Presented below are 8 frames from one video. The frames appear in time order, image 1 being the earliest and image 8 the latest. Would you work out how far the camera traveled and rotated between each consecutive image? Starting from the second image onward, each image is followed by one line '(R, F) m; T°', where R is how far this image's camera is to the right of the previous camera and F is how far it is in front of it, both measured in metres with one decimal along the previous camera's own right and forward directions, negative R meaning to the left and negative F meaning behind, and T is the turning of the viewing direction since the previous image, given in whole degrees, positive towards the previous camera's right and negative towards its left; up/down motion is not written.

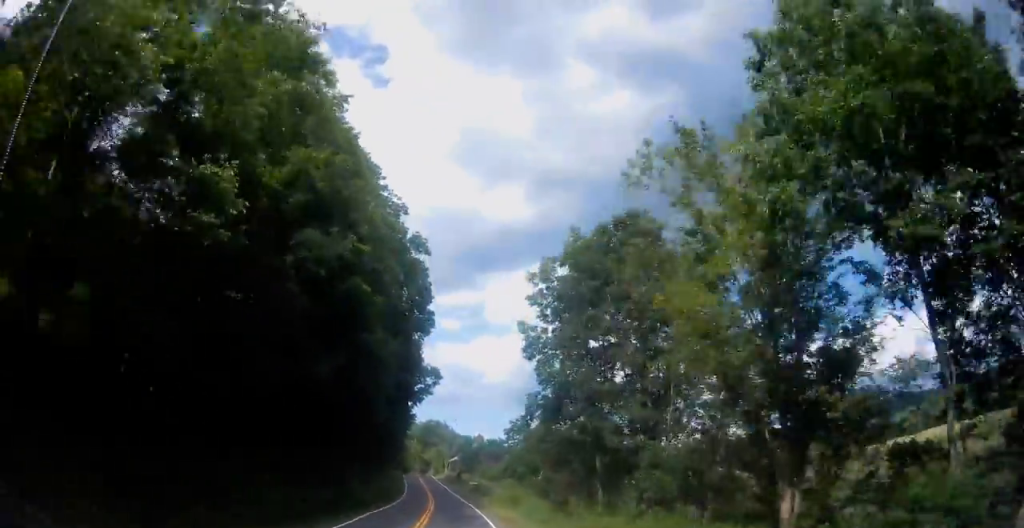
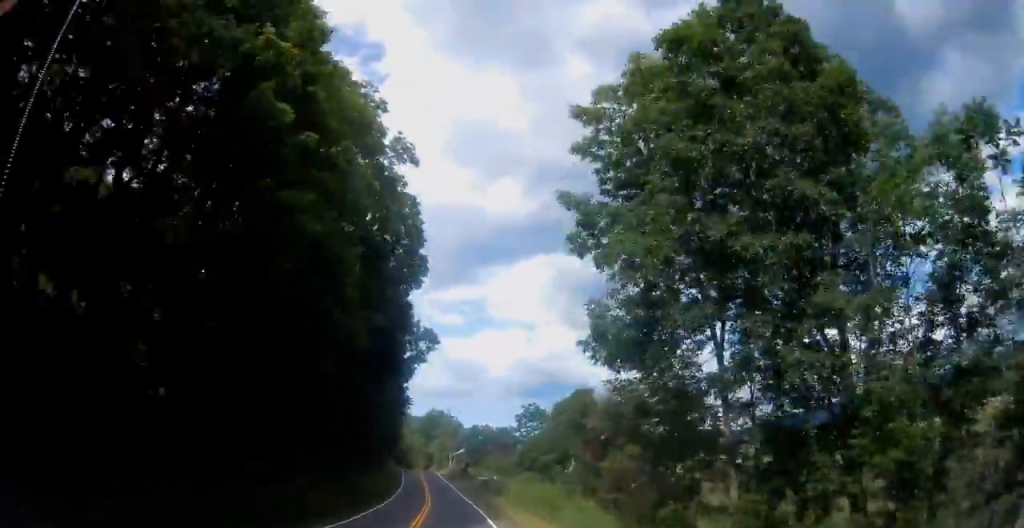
(+0.2, +12.2) m; -1°
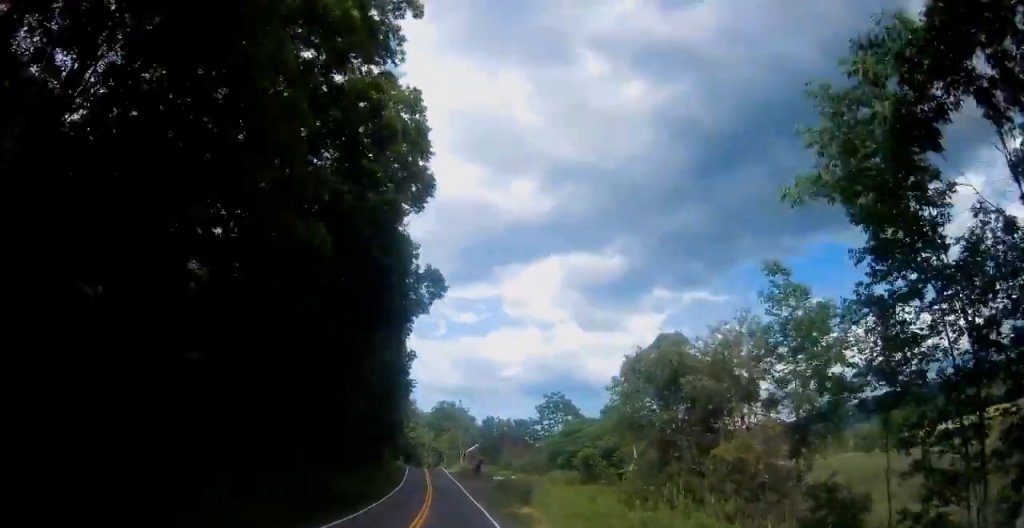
(+0.2, +11.4) m; -1°
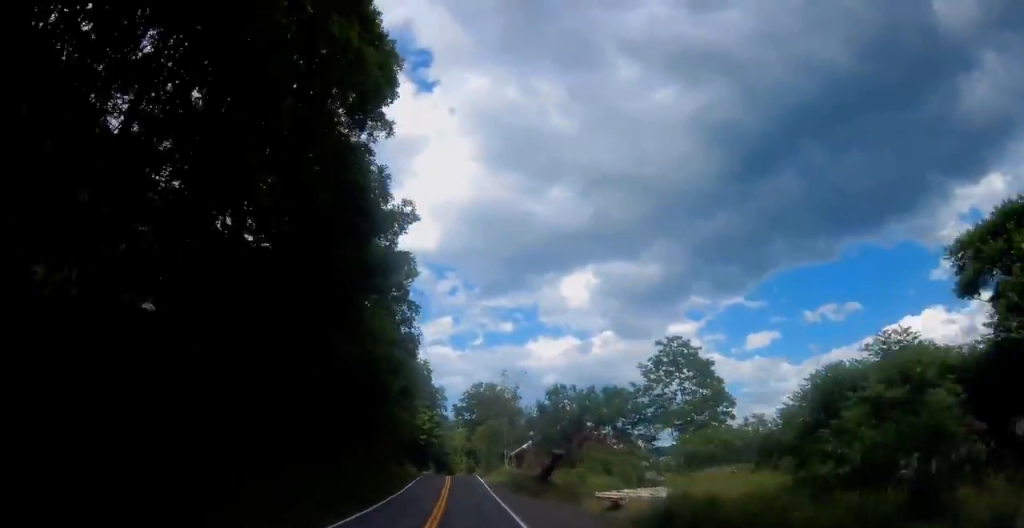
(-1.9, +34.0) m; -4°
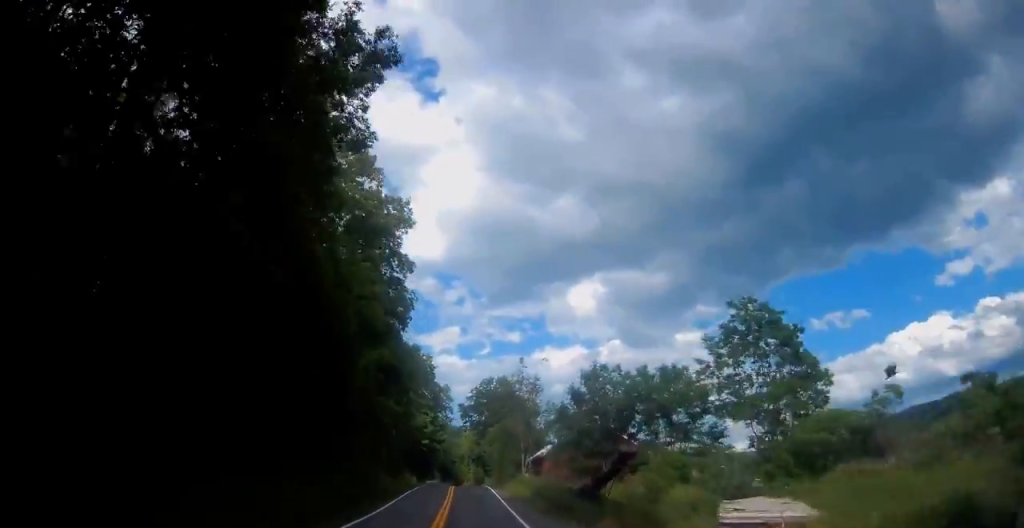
(0.0, +11.8) m; -1°
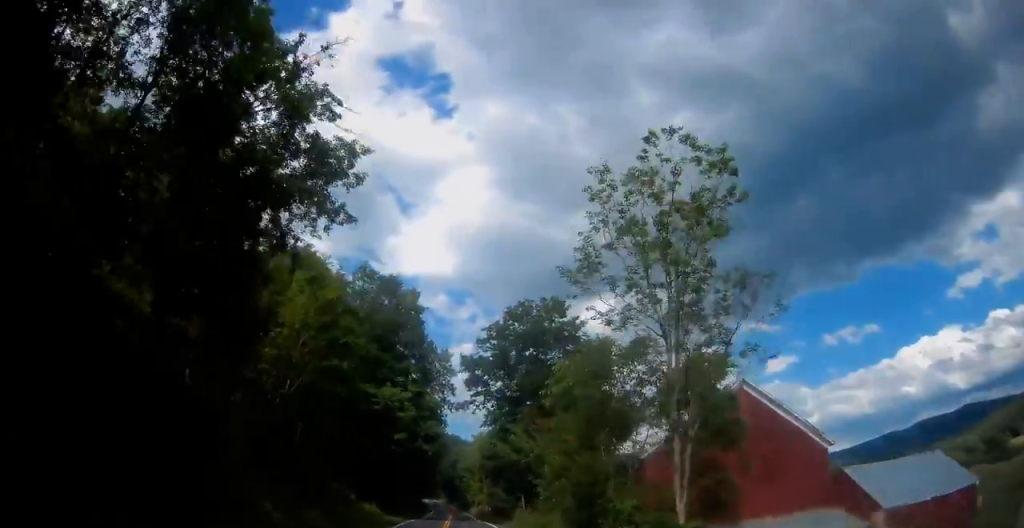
(-0.7, +37.8) m; -1°
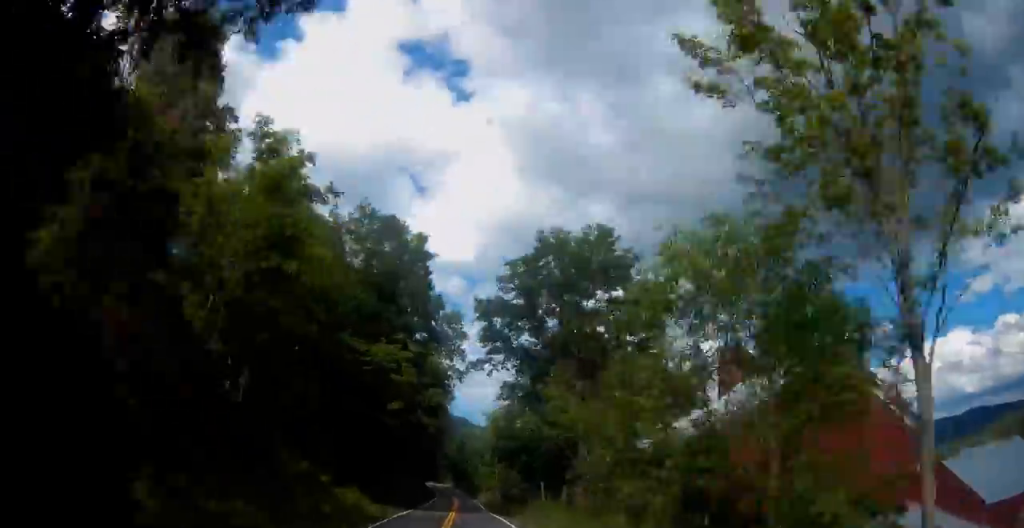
(0.0, +8.7) m; 0°
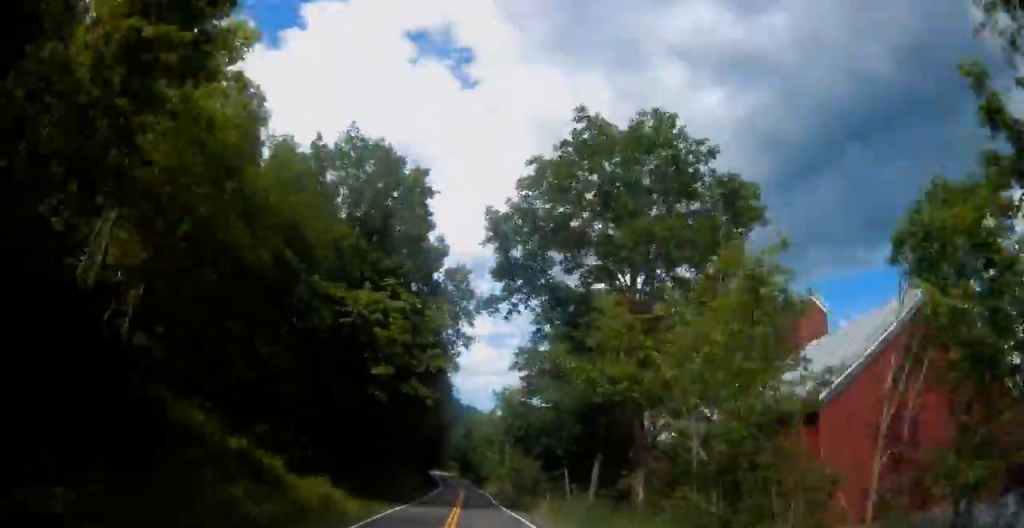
(0.0, +8.0) m; 0°
